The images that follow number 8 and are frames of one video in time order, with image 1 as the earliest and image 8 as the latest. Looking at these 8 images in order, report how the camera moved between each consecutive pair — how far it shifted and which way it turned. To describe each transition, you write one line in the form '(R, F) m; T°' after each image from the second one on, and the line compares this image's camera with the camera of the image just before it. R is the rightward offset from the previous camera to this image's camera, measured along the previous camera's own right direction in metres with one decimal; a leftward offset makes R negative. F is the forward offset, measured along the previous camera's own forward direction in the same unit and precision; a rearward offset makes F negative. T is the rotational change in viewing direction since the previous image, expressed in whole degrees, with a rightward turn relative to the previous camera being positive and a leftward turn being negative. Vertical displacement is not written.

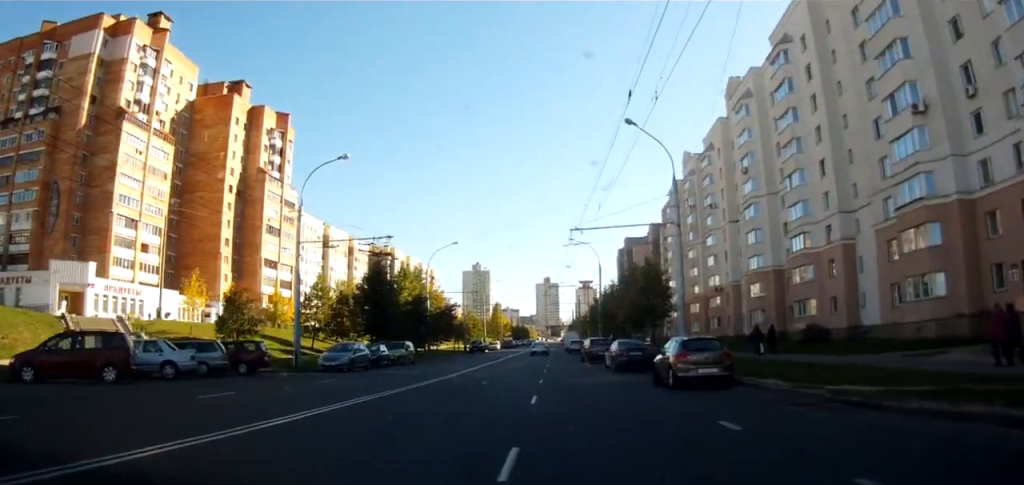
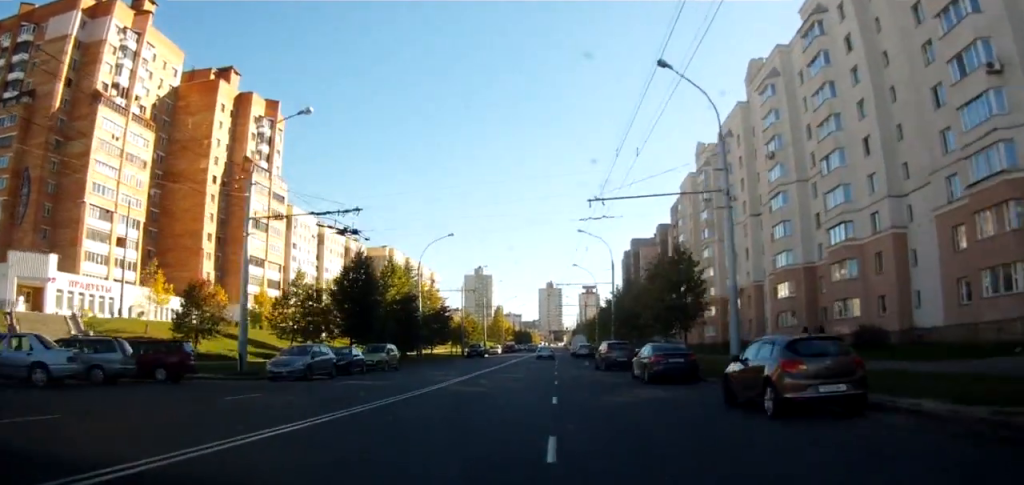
(+0.2, +6.7) m; 0°
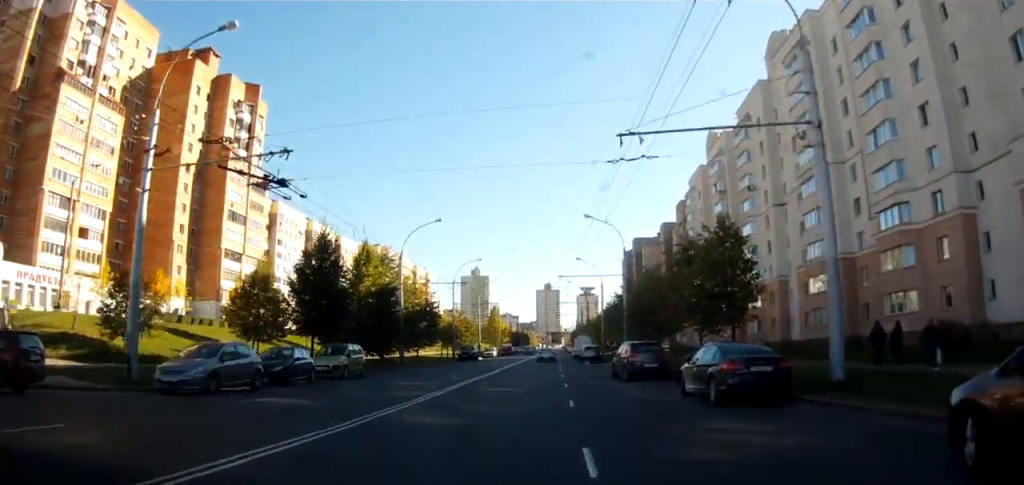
(-0.2, +8.4) m; -1°
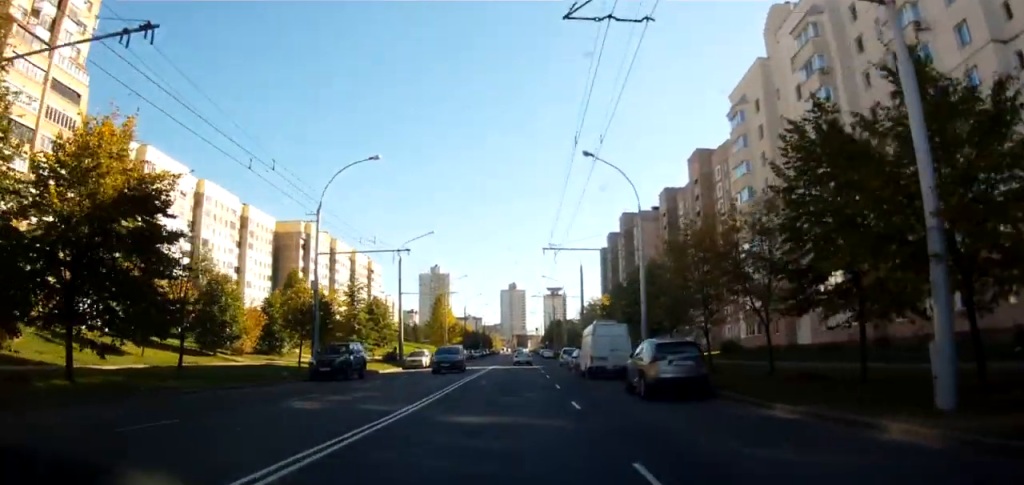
(-0.4, +40.6) m; +2°
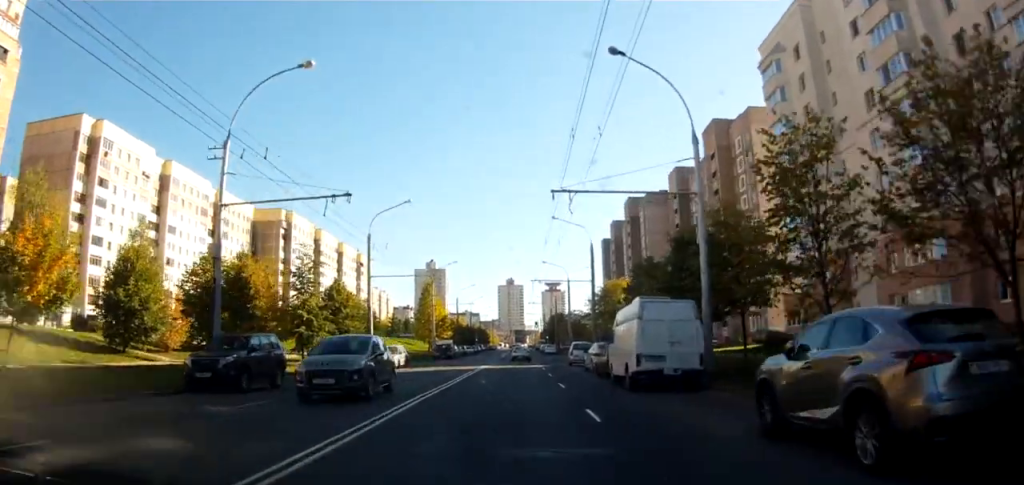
(+0.4, +11.3) m; +2°
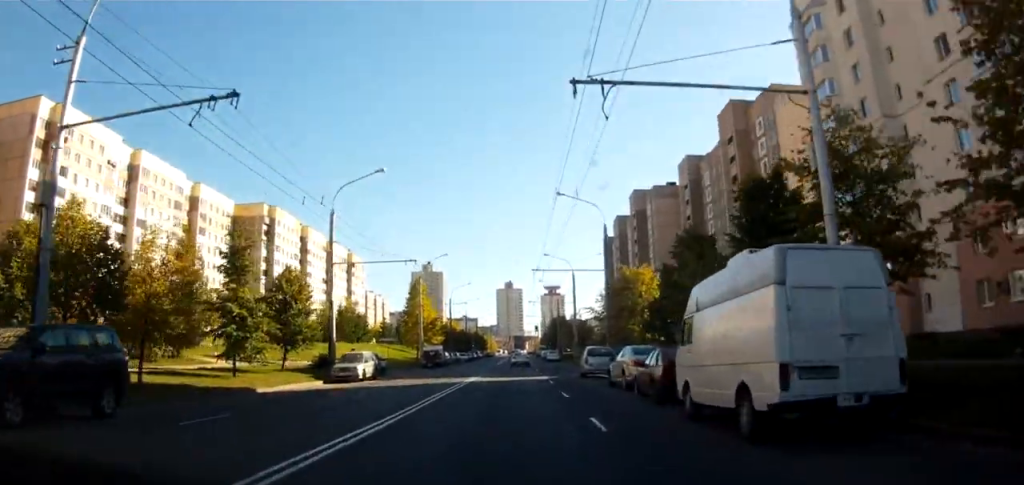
(0.0, +9.5) m; 0°
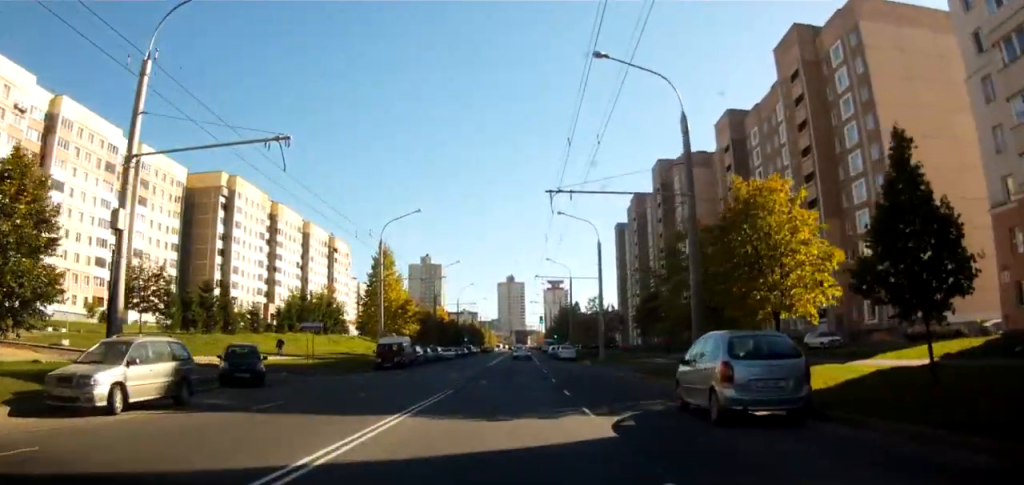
(-0.1, +21.8) m; -2°
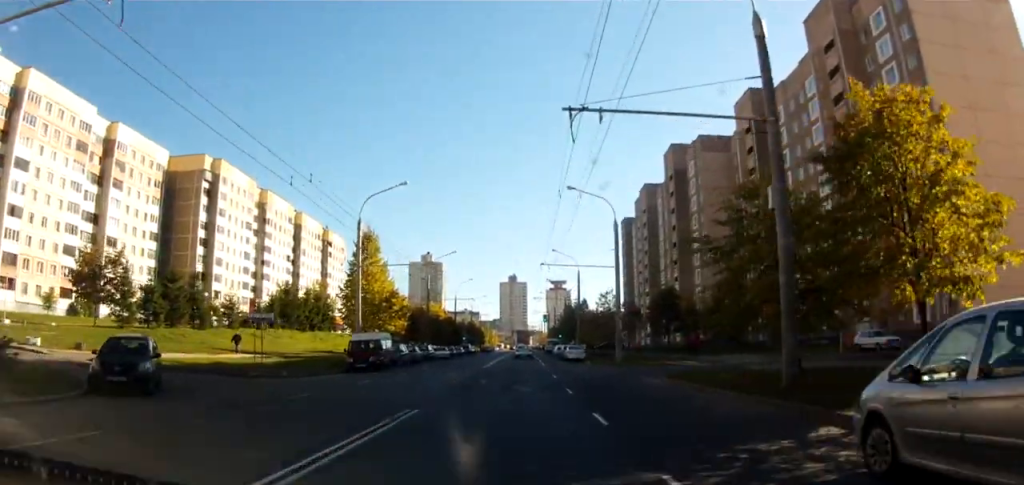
(-0.3, +7.6) m; 0°
